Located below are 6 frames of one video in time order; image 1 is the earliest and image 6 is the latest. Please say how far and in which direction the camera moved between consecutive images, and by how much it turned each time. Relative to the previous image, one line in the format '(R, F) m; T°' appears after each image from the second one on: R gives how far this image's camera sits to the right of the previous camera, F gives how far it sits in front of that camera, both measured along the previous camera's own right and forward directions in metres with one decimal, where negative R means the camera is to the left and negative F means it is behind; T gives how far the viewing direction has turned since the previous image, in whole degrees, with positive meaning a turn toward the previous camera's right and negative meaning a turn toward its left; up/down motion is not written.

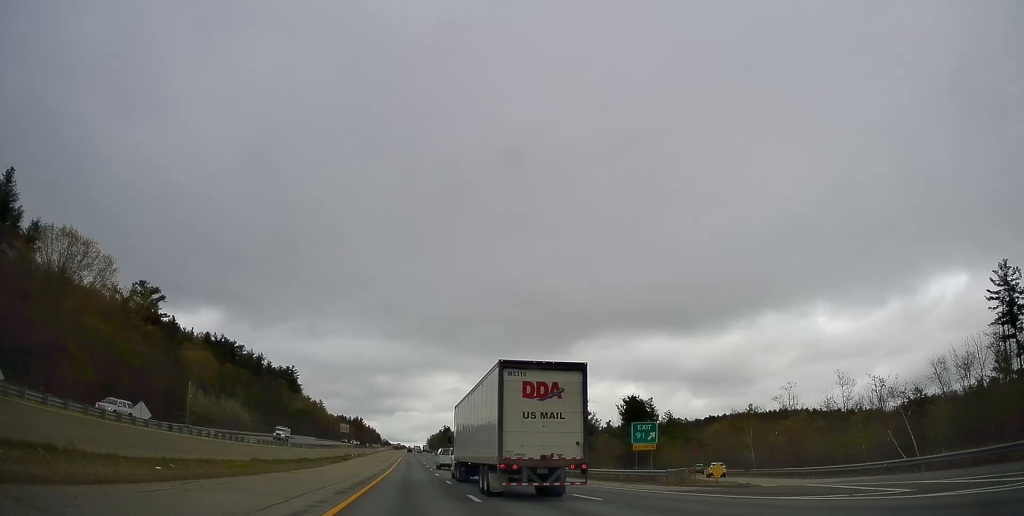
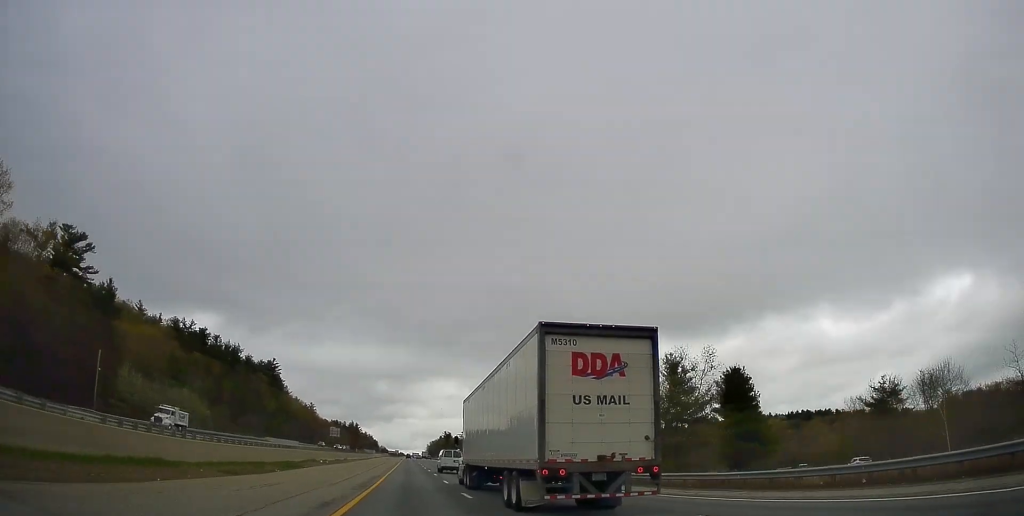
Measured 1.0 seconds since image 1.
(+0.2, +33.6) m; +1°
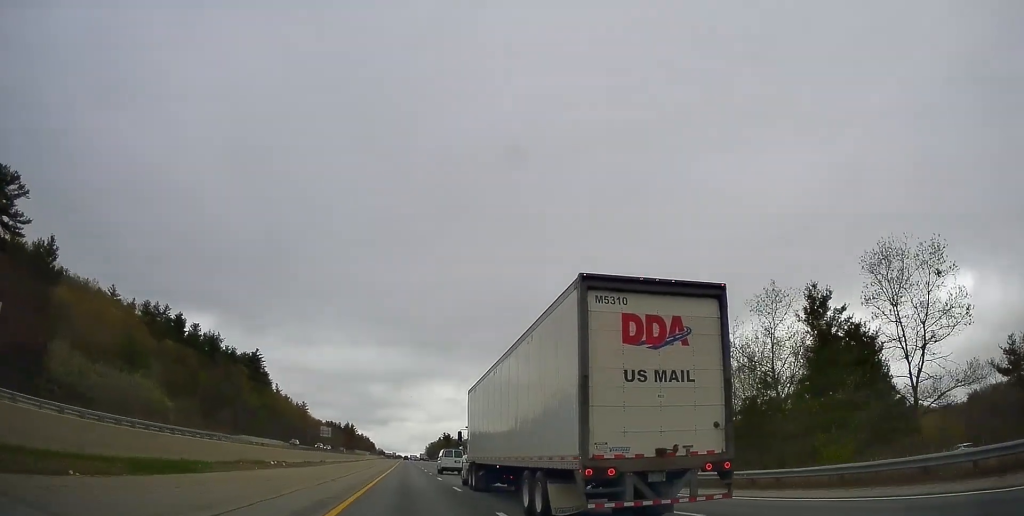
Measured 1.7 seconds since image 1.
(+0.2, +21.9) m; 0°
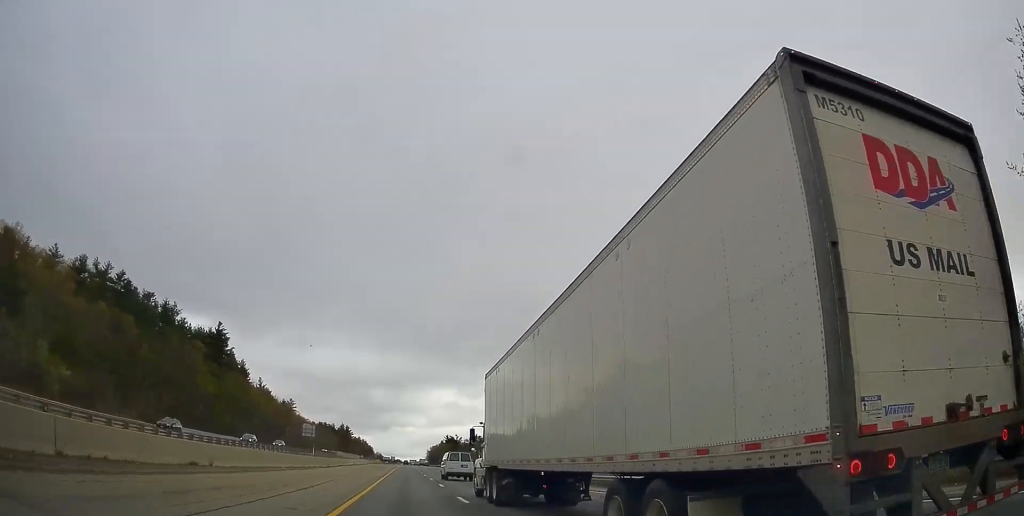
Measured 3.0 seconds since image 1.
(-0.1, +40.8) m; 0°
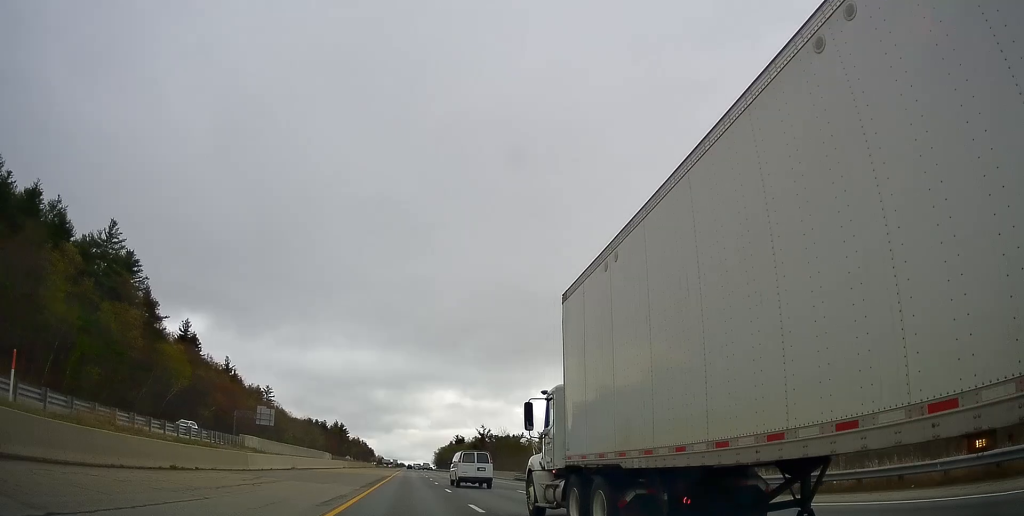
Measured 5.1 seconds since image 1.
(+0.4, +65.4) m; 0°
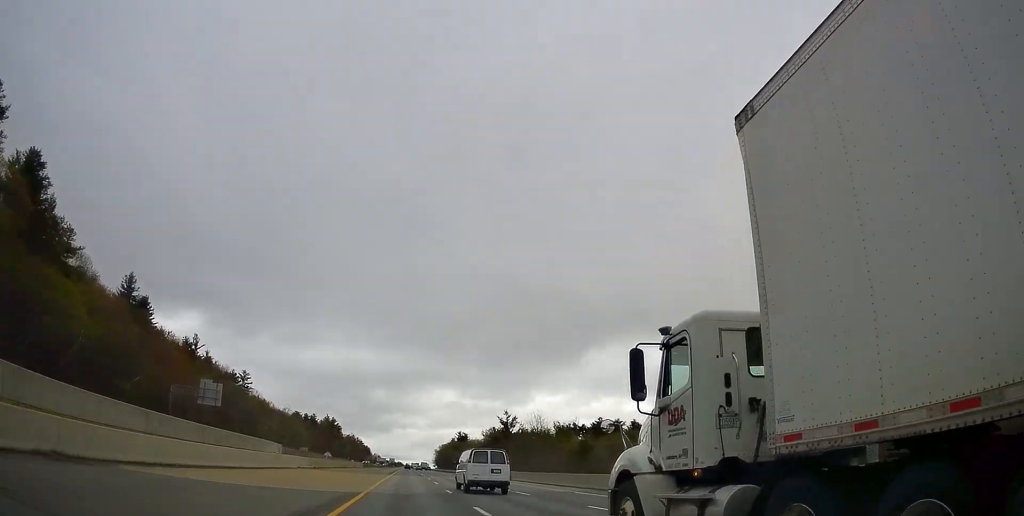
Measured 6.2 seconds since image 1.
(-0.1, +36.8) m; 0°
